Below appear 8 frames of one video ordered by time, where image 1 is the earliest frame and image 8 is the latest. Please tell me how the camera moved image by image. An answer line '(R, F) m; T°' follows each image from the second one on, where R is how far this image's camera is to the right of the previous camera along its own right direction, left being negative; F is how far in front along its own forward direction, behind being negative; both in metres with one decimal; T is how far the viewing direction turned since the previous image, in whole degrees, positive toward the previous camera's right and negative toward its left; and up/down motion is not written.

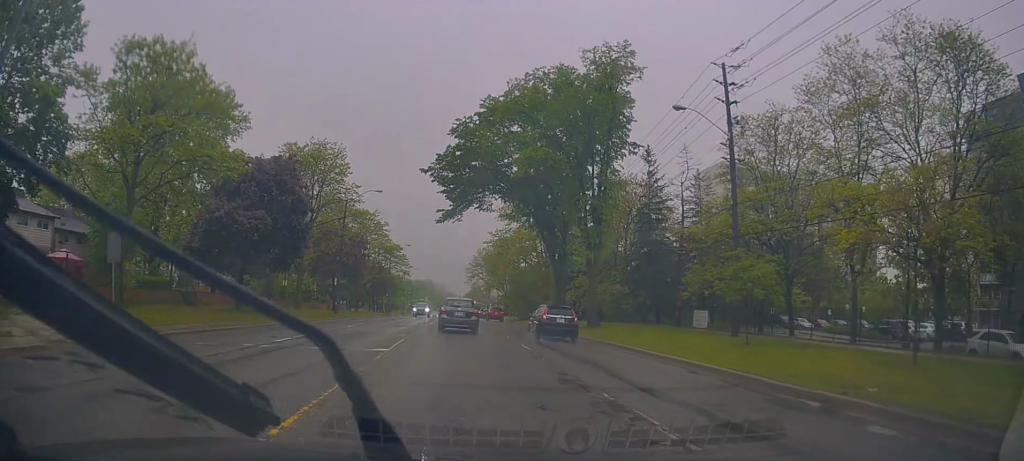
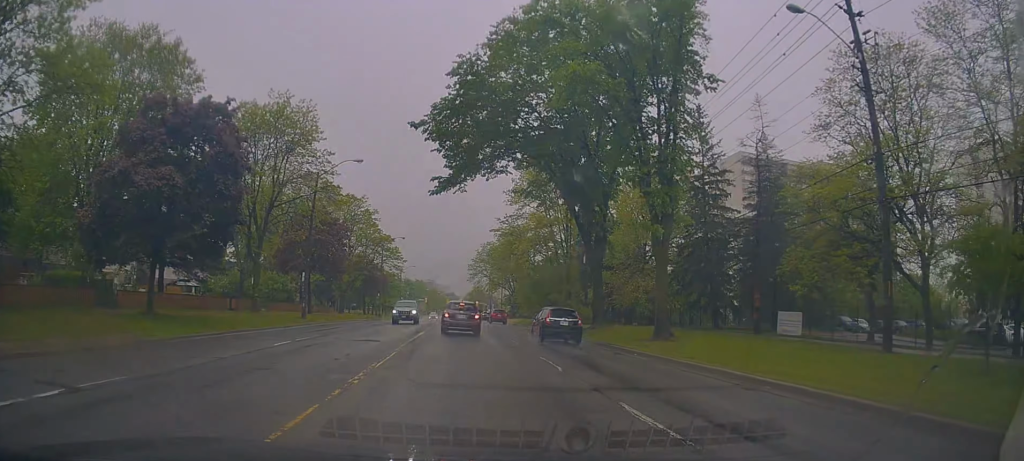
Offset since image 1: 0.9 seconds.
(-0.1, +11.2) m; -2°
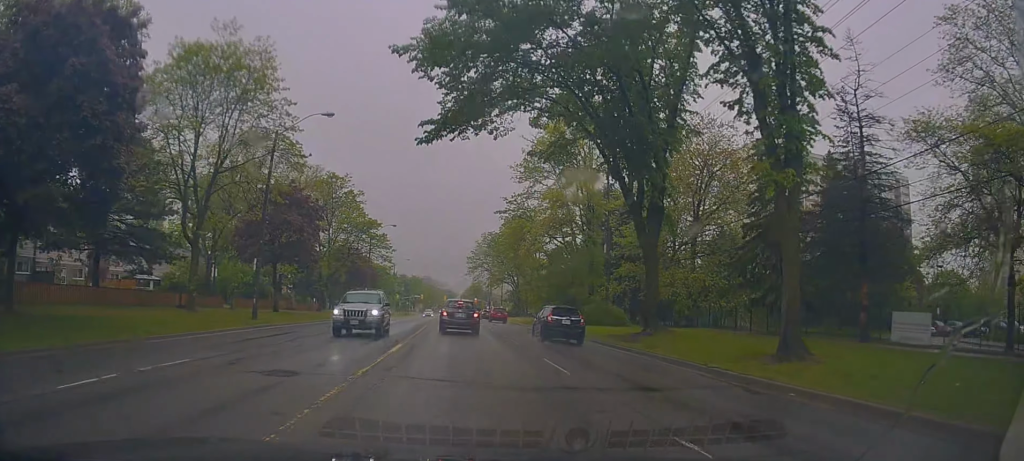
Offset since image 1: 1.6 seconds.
(-0.4, +9.5) m; 0°
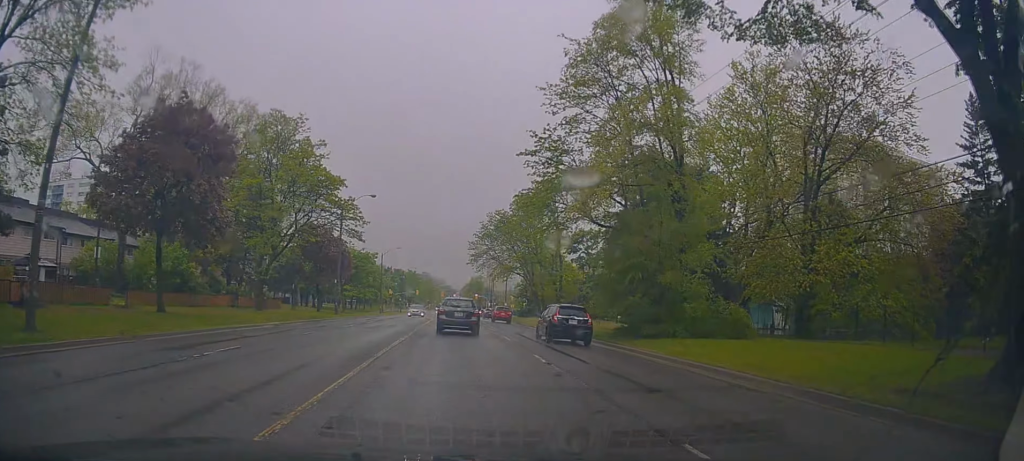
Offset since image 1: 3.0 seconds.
(+0.4, +18.1) m; 0°
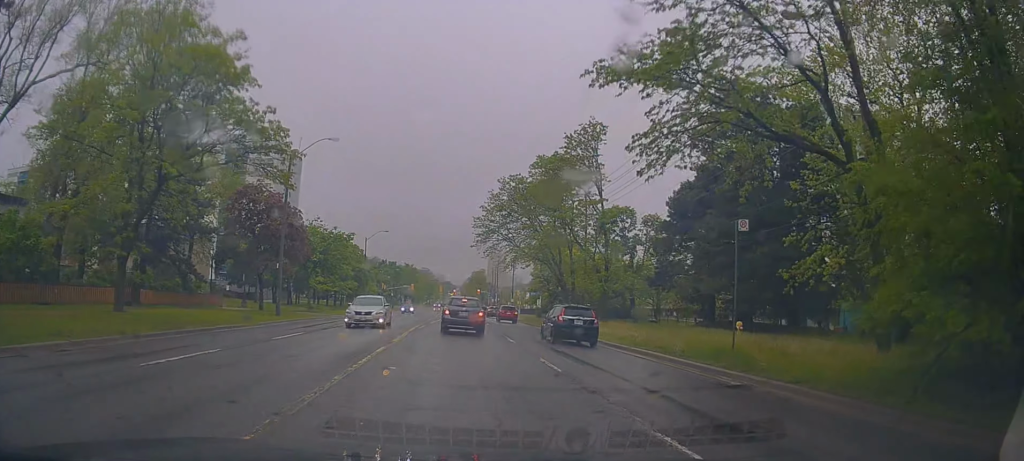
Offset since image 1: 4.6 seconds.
(-0.2, +18.6) m; 0°
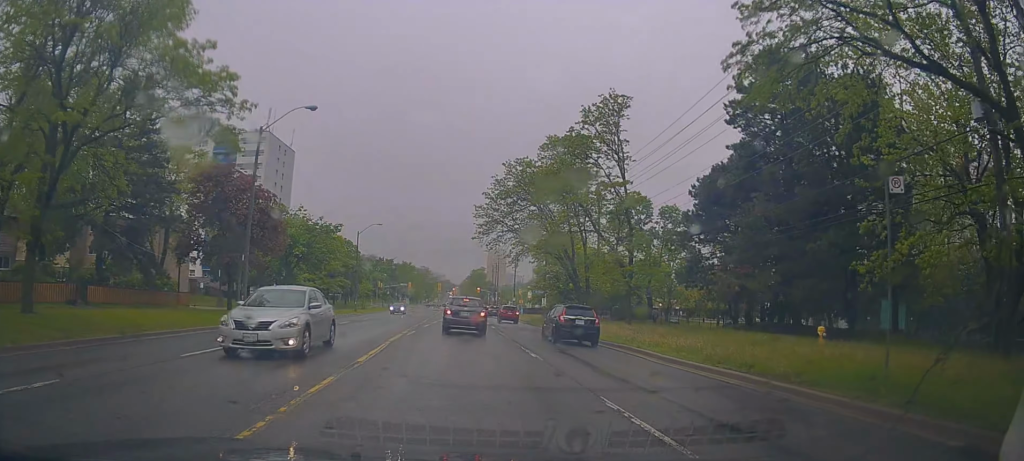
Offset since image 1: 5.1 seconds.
(-0.1, +6.0) m; -1°
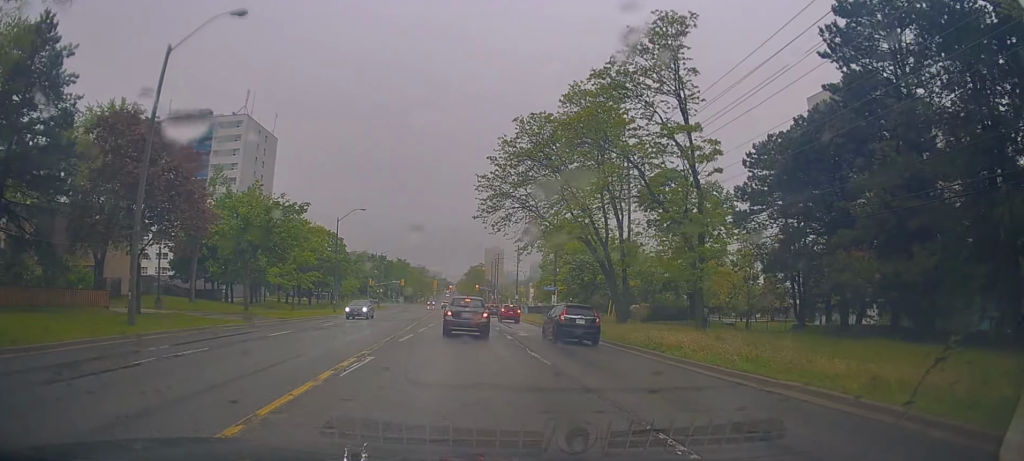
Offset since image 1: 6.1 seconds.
(-0.3, +11.1) m; -1°
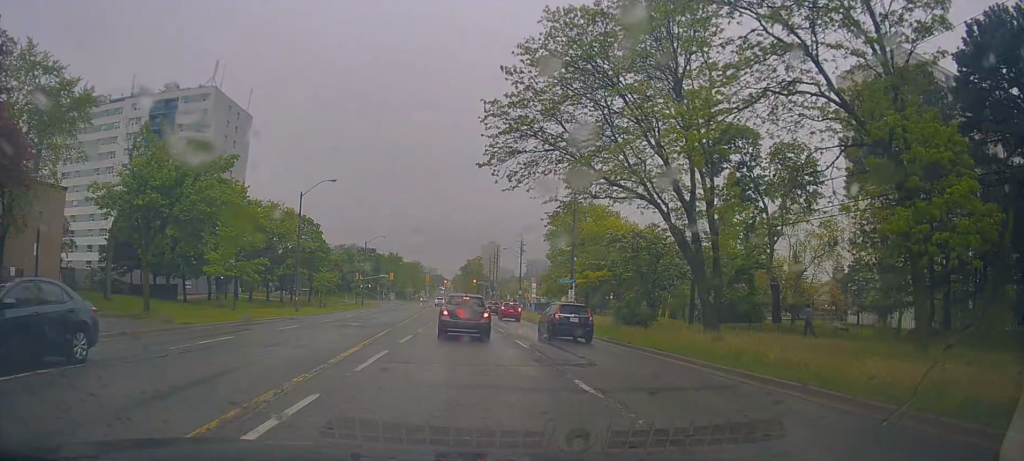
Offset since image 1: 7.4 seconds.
(+0.6, +13.7) m; +5°
